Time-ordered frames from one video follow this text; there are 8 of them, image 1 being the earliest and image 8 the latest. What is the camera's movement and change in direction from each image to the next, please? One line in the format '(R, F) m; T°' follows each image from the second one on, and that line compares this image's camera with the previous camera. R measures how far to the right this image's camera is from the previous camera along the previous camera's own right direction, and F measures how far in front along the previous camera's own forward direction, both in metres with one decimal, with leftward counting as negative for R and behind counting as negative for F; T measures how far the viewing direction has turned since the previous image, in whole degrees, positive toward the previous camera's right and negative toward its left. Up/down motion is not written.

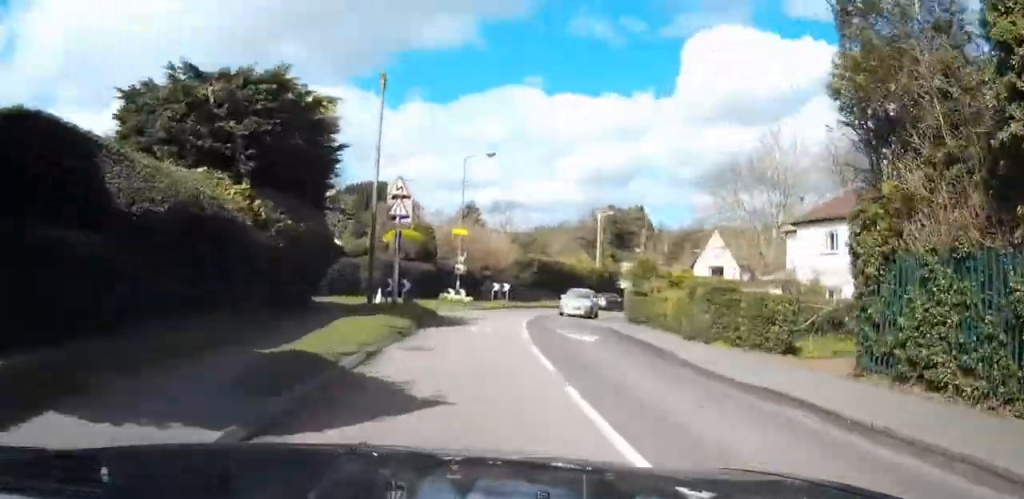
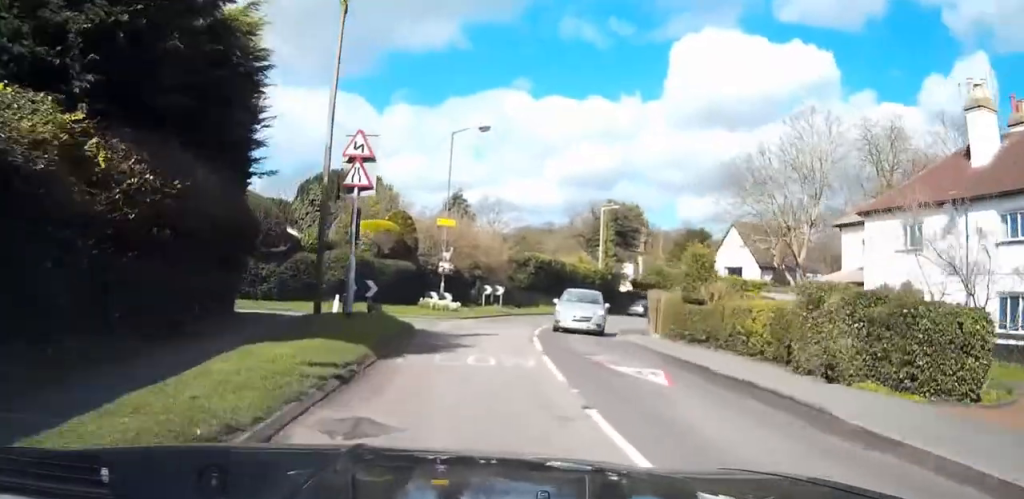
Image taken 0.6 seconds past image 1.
(+0.1, +7.1) m; +2°
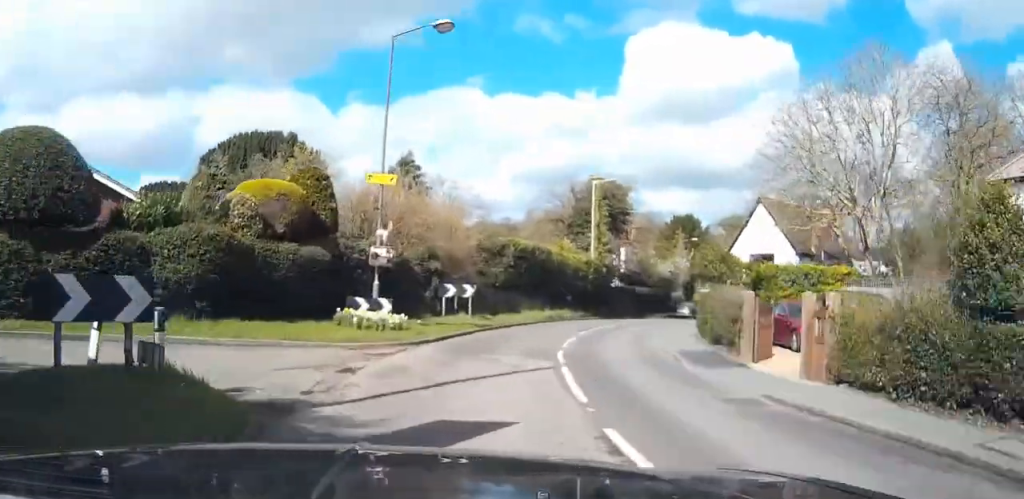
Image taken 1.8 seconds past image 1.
(+0.5, +12.7) m; +4°
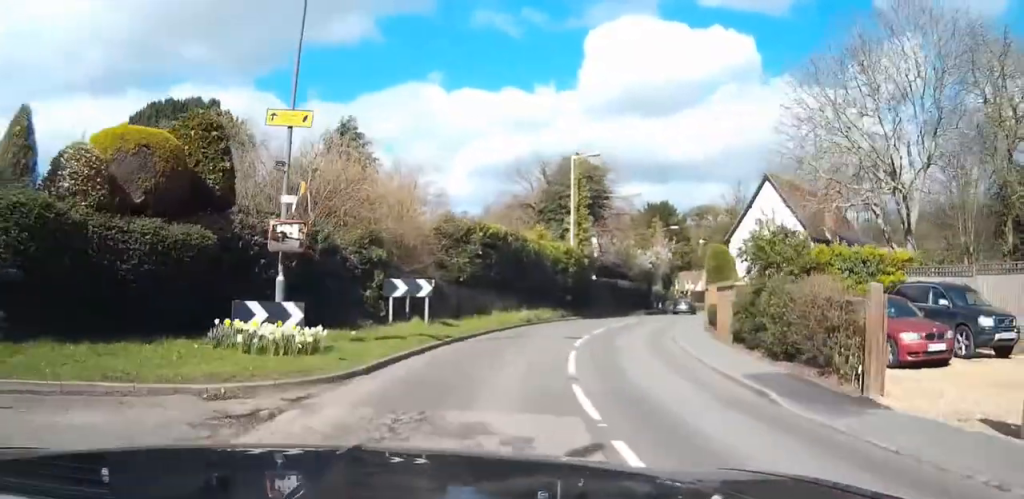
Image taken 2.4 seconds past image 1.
(+0.1, +6.7) m; +3°
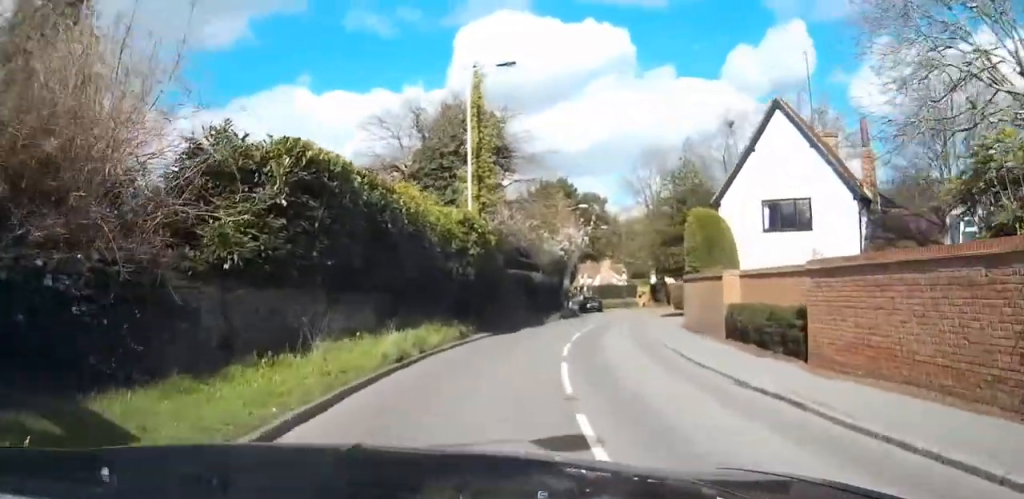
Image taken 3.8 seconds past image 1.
(+1.1, +14.6) m; +12°
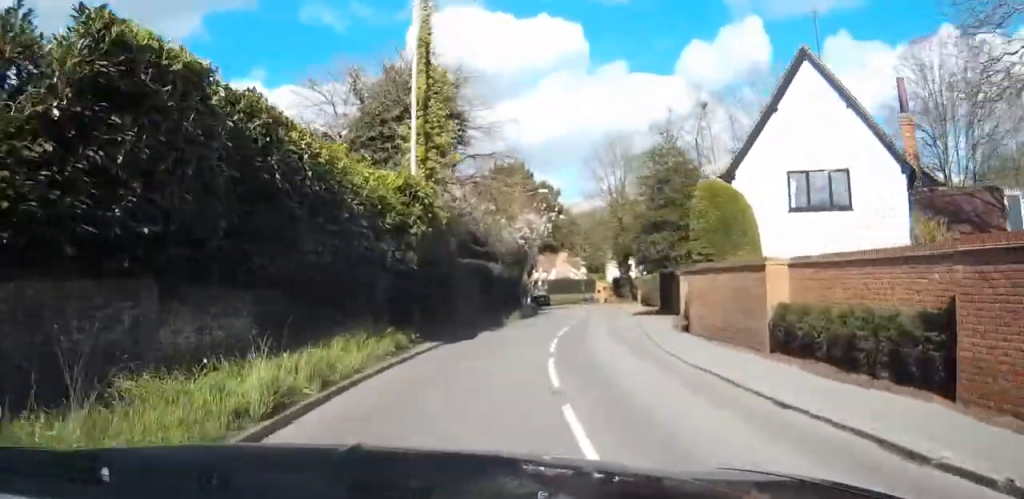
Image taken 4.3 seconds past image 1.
(+0.2, +5.4) m; +5°
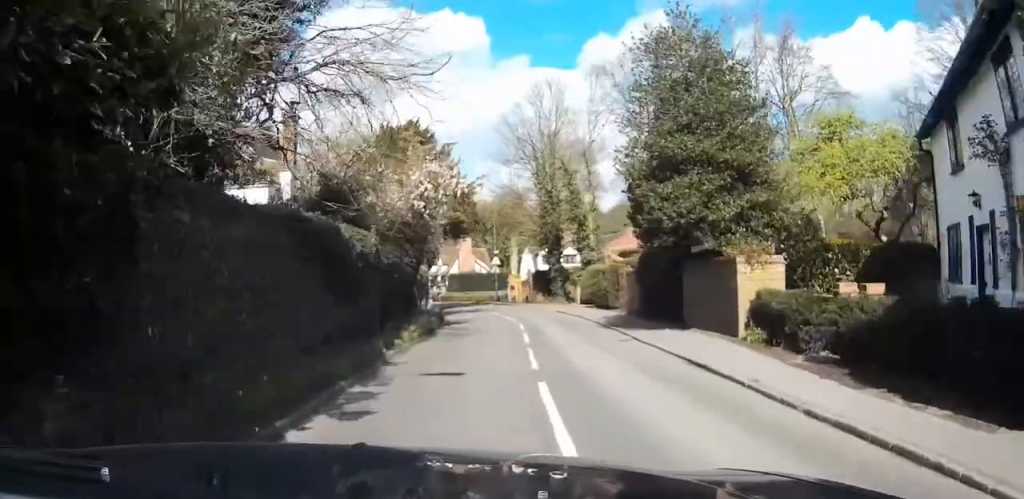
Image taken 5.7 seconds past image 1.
(+1.1, +15.4) m; +4°
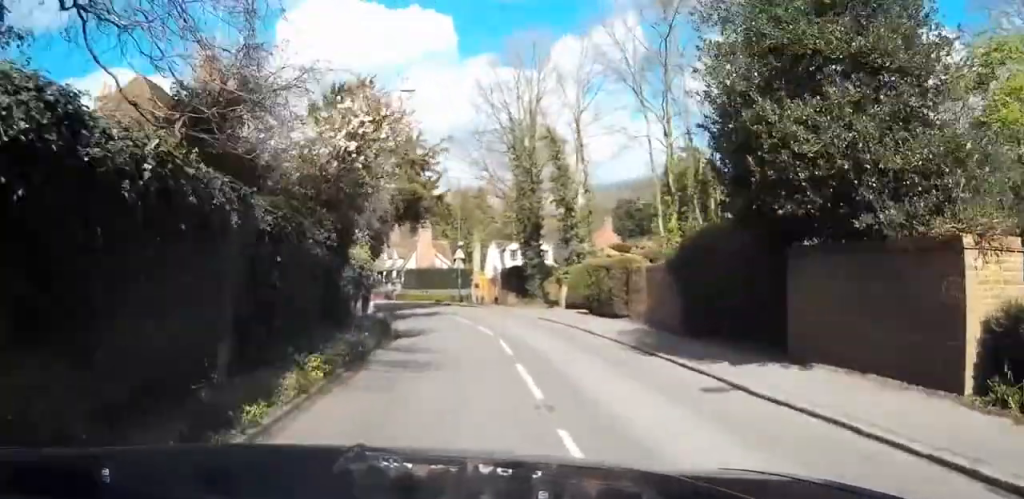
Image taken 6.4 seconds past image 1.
(0.0, +8.0) m; 0°
